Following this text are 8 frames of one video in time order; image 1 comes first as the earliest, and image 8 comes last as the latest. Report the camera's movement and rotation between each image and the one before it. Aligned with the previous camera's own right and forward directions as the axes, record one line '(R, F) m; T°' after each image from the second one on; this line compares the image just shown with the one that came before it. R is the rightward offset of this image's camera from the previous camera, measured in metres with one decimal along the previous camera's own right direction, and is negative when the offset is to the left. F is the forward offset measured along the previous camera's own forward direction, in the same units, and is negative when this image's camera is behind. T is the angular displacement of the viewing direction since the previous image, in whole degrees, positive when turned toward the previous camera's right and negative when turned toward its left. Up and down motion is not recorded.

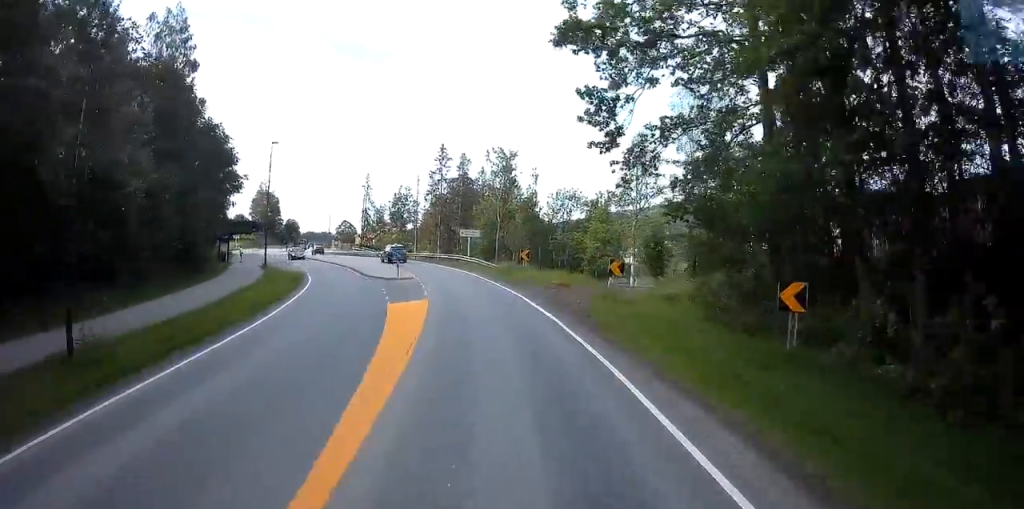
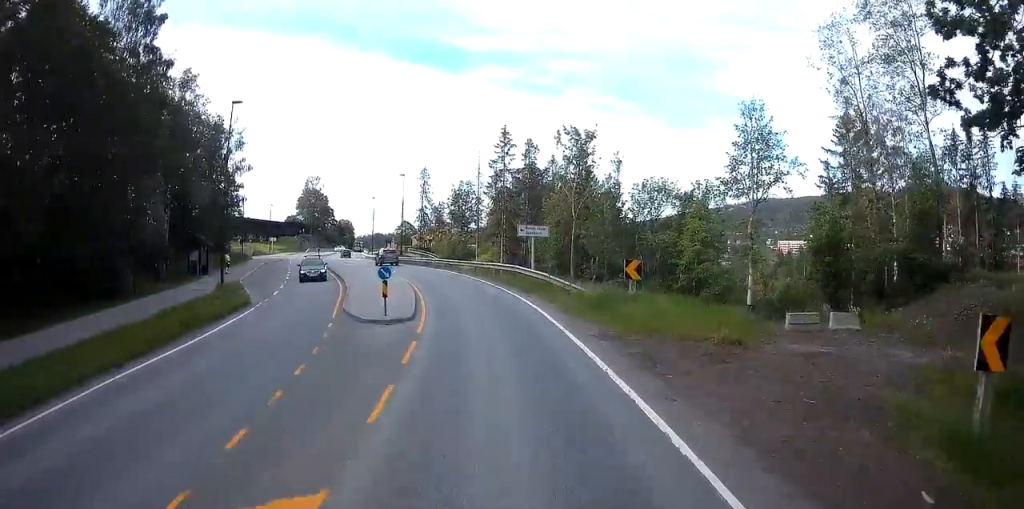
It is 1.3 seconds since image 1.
(-0.6, +17.2) m; -5°
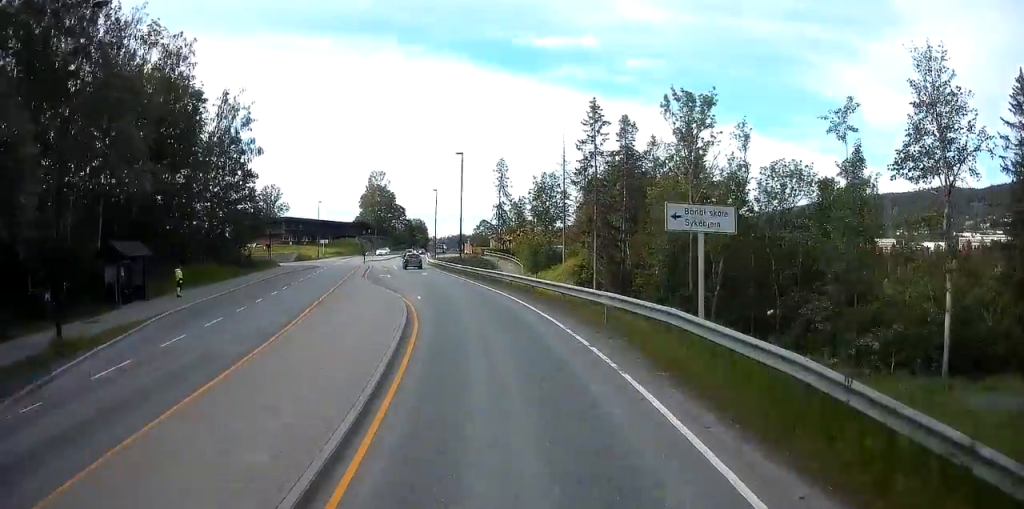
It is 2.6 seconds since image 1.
(-1.1, +18.1) m; -9°
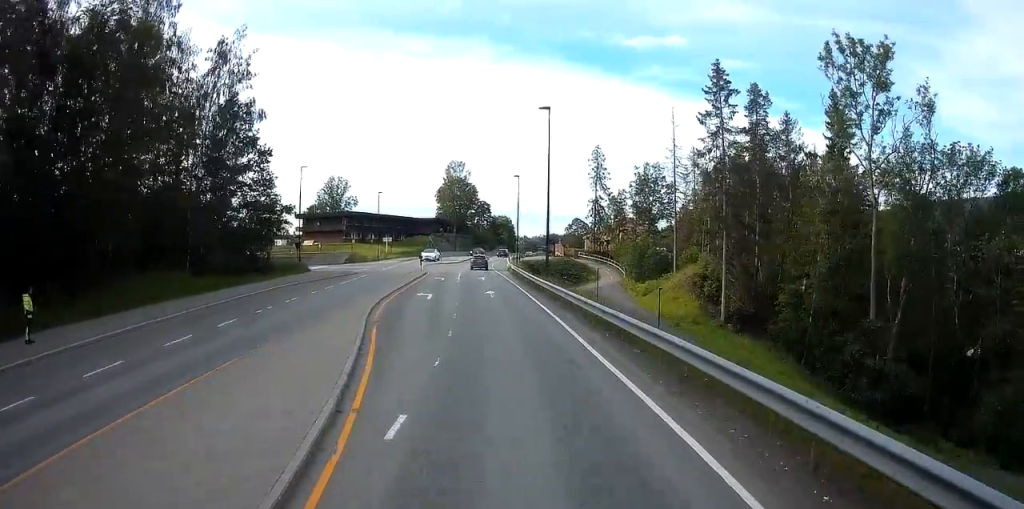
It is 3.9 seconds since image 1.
(-1.4, +17.2) m; -9°
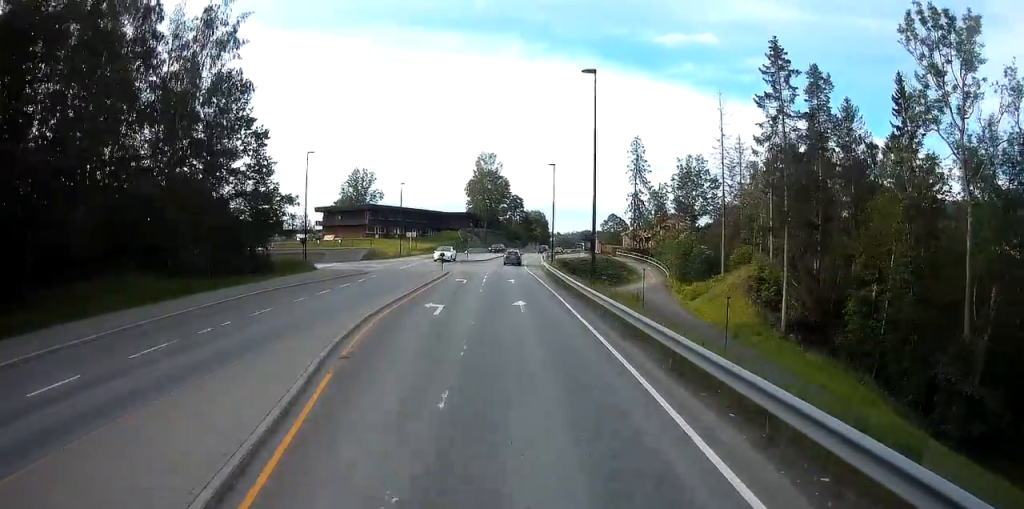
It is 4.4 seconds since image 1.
(-0.3, +6.8) m; -2°
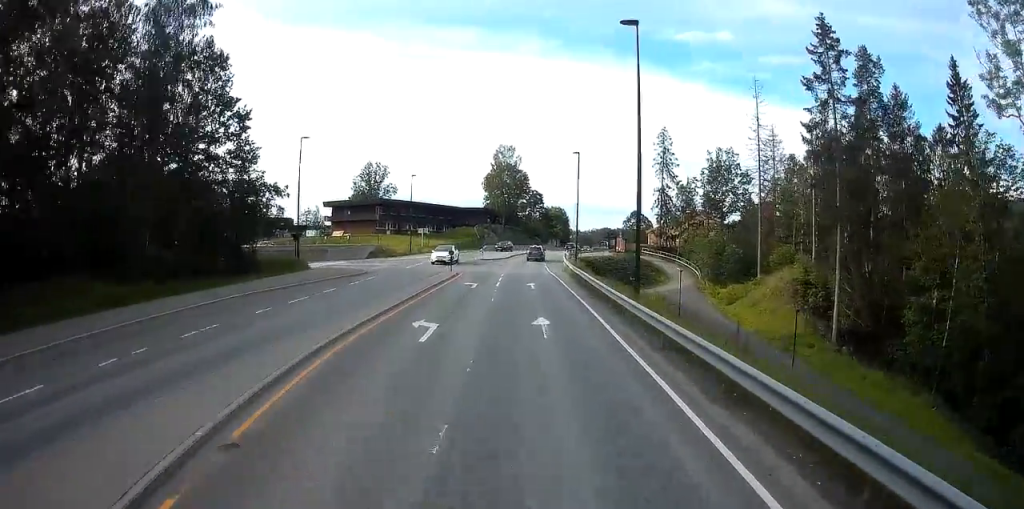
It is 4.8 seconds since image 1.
(-0.1, +5.9) m; -2°
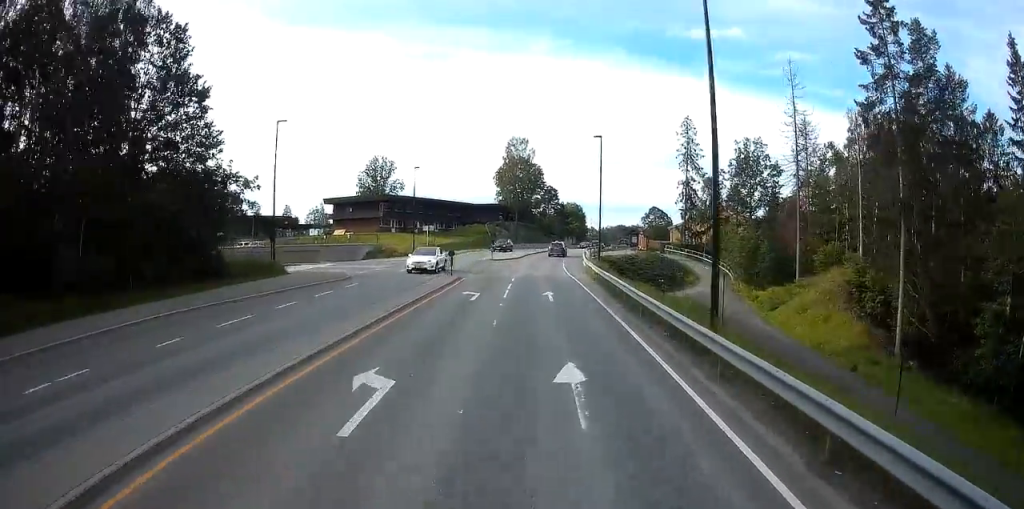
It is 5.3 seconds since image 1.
(-0.1, +6.8) m; -1°
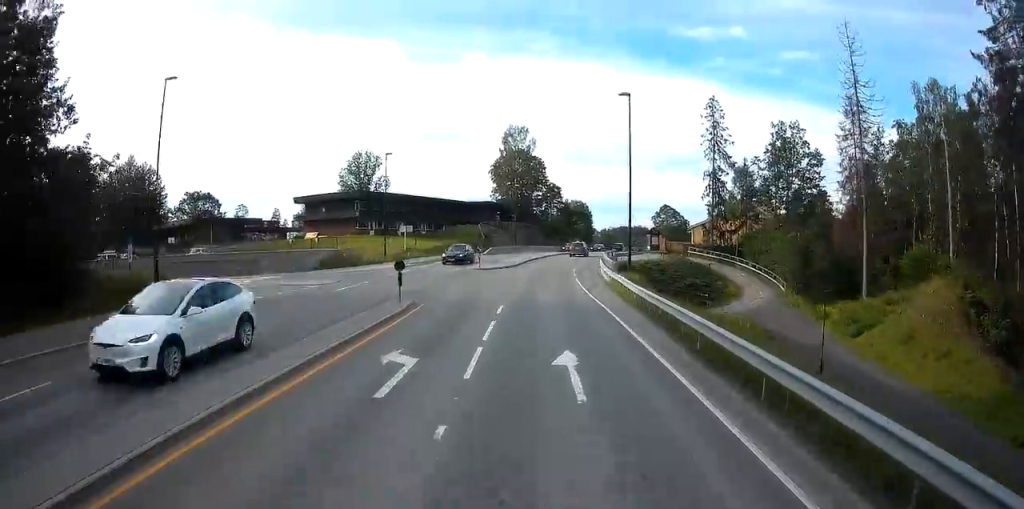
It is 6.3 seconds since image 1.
(-0.2, +13.2) m; -1°
